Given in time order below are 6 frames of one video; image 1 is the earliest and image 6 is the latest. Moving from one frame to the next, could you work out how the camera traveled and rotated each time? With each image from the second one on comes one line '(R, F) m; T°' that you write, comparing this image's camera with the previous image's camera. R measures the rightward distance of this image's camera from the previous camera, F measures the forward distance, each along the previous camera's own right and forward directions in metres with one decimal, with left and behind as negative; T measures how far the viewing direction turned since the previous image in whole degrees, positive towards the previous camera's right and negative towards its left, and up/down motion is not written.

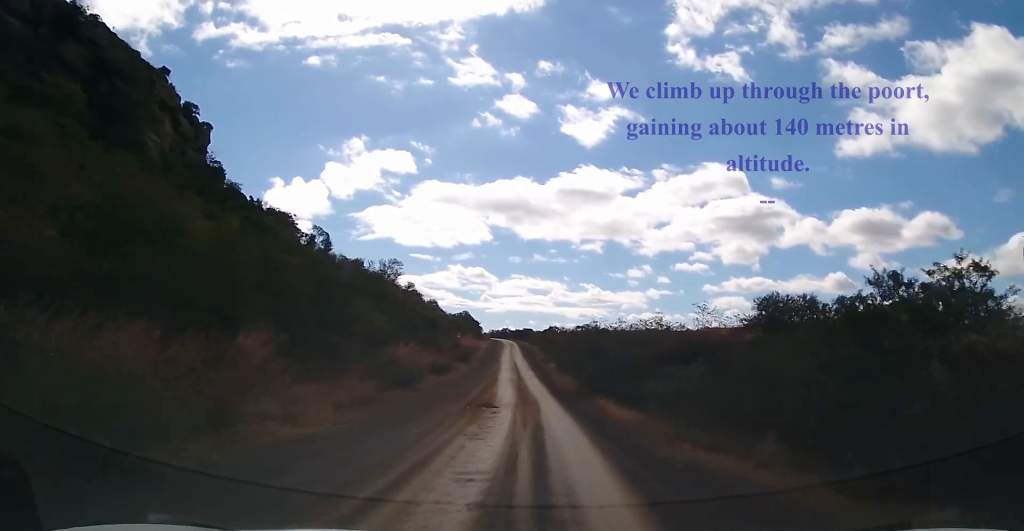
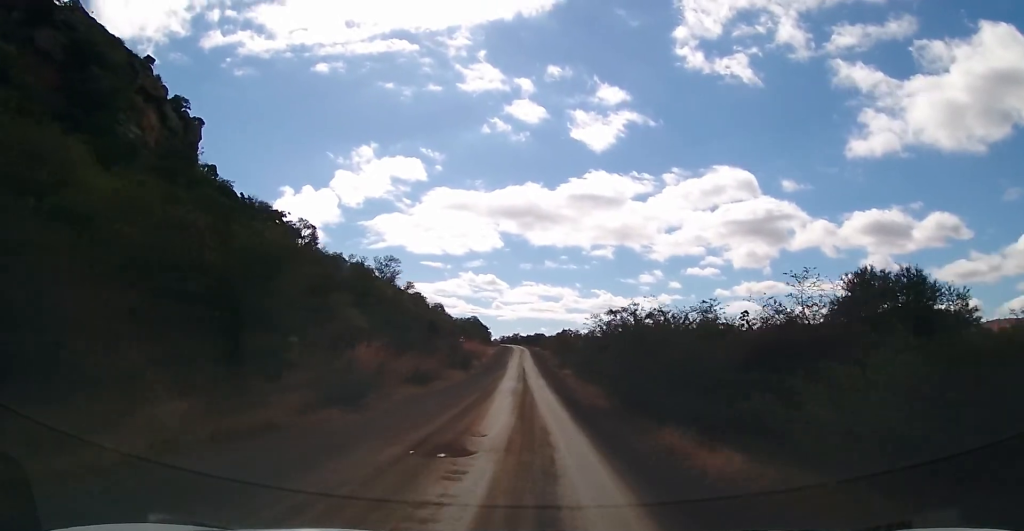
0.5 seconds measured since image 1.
(+0.2, +9.6) m; -1°
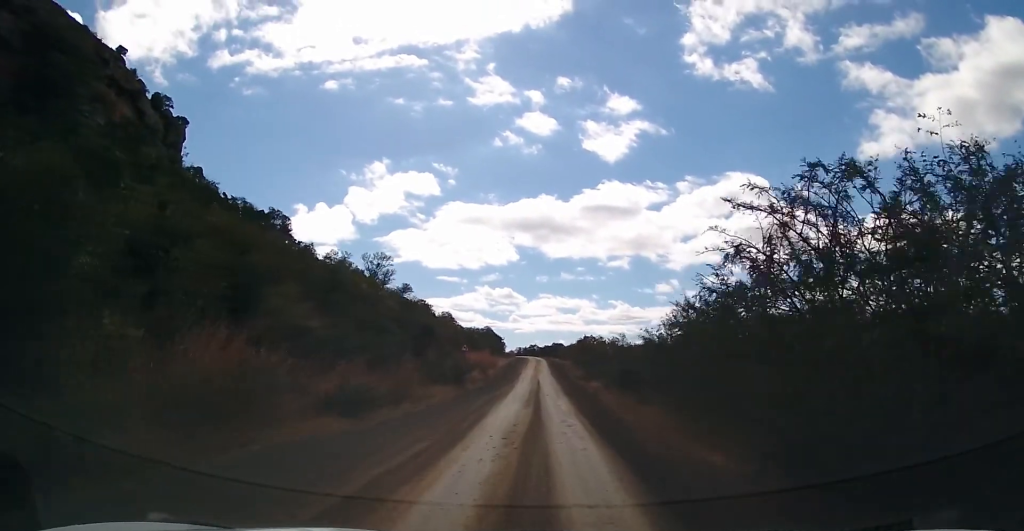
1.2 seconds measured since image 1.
(-0.6, +13.5) m; -2°
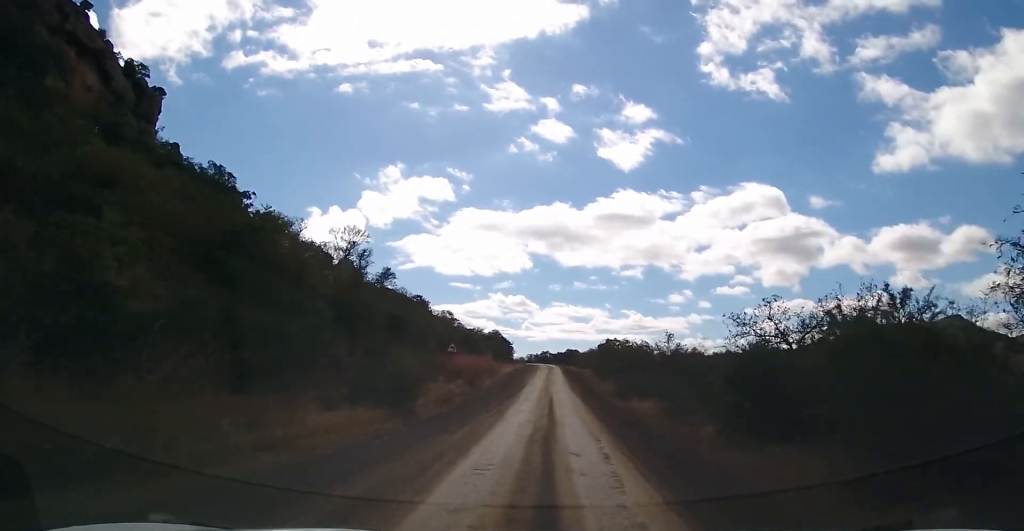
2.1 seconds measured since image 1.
(-0.3, +17.0) m; -1°
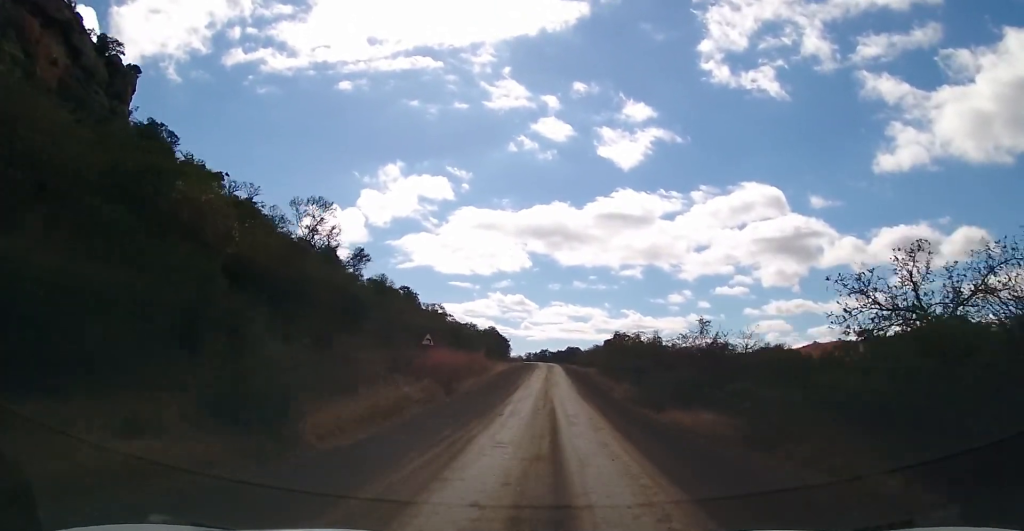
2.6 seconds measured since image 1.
(0.0, +9.9) m; 0°
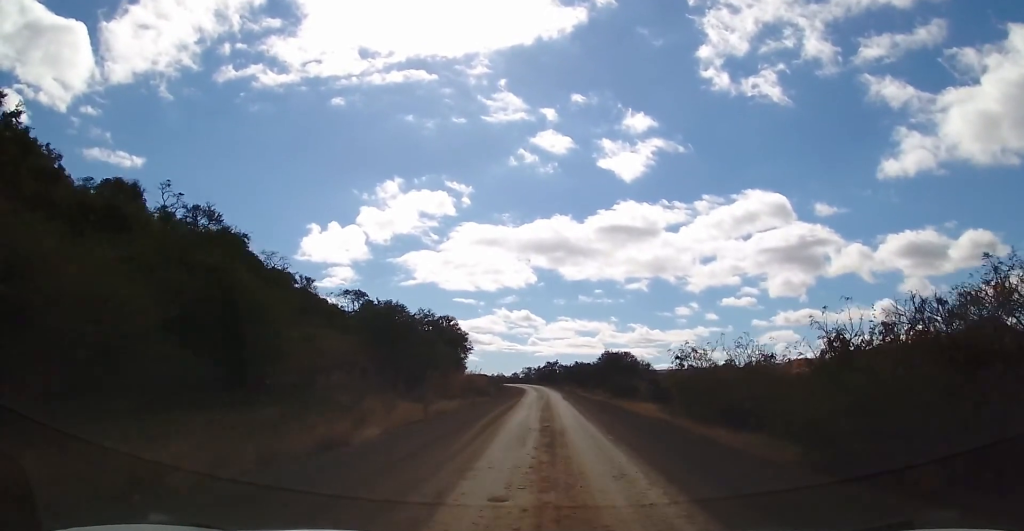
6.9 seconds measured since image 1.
(-1.2, +83.7) m; -2°
